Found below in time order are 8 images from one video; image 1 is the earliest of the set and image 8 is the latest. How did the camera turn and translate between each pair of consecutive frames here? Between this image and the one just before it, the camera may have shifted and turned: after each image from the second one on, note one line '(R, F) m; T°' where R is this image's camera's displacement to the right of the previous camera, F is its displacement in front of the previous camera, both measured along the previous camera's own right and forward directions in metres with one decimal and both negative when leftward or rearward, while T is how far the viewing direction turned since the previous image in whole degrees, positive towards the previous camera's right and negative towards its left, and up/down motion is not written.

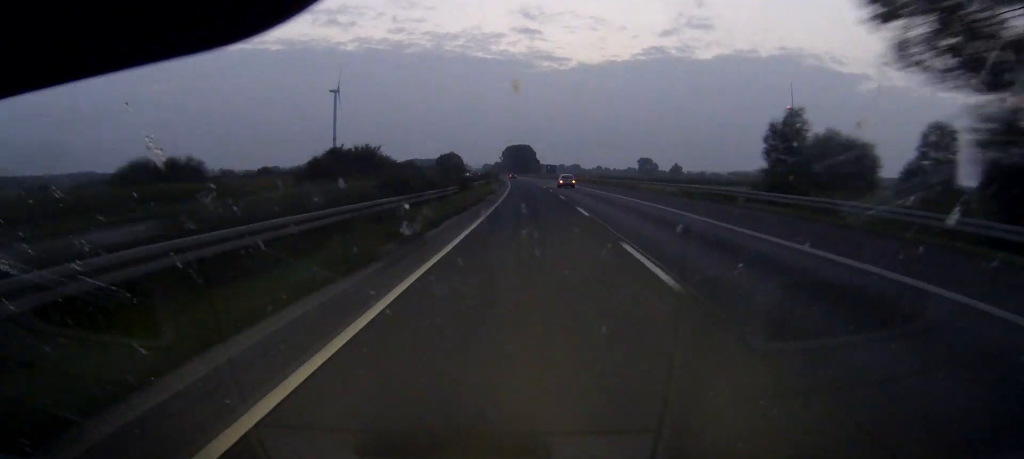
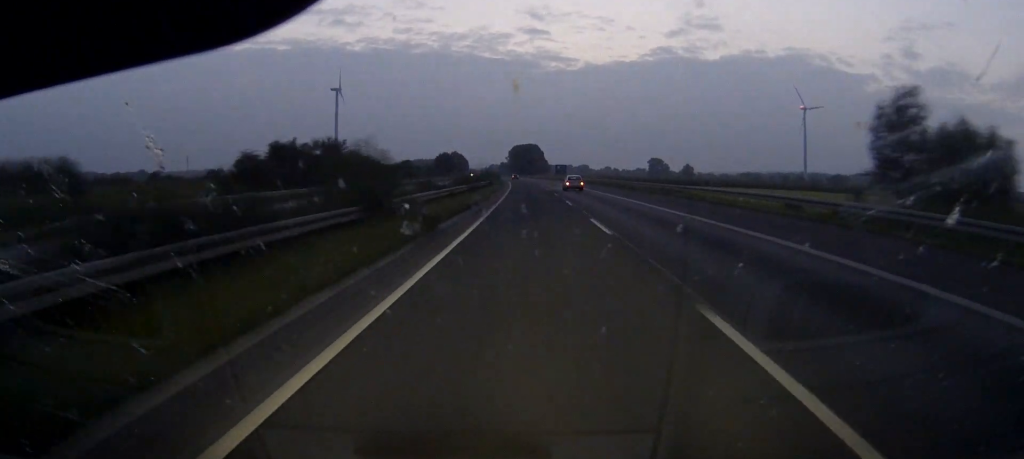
(-0.1, +24.8) m; -1°
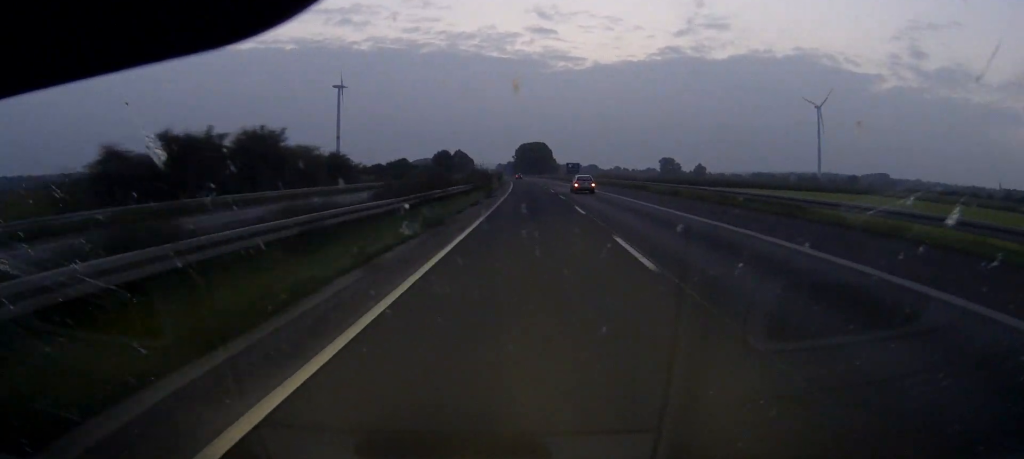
(-0.2, +24.9) m; -1°
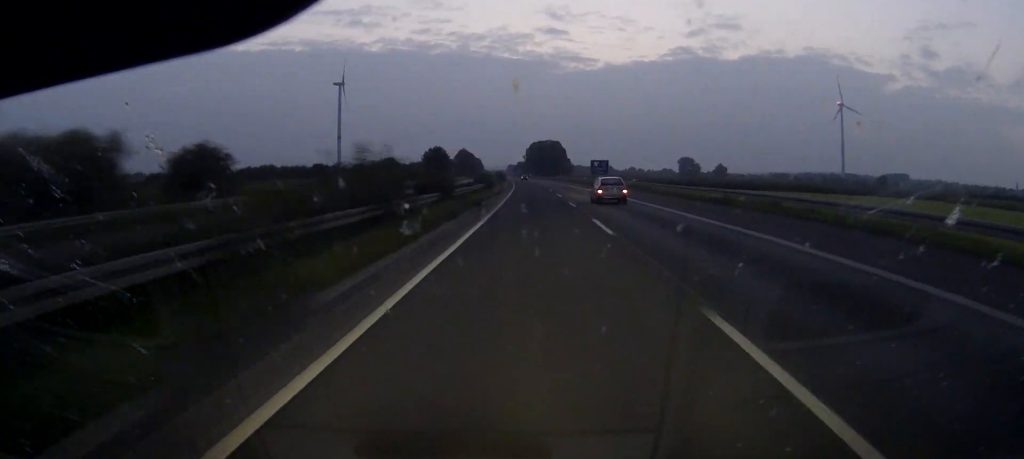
(-0.4, +43.8) m; -1°
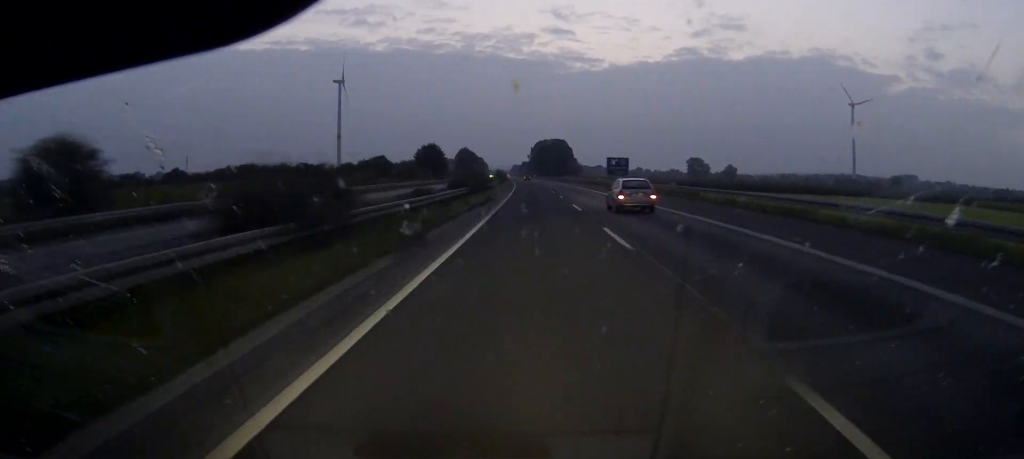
(0.0, +20.4) m; 0°
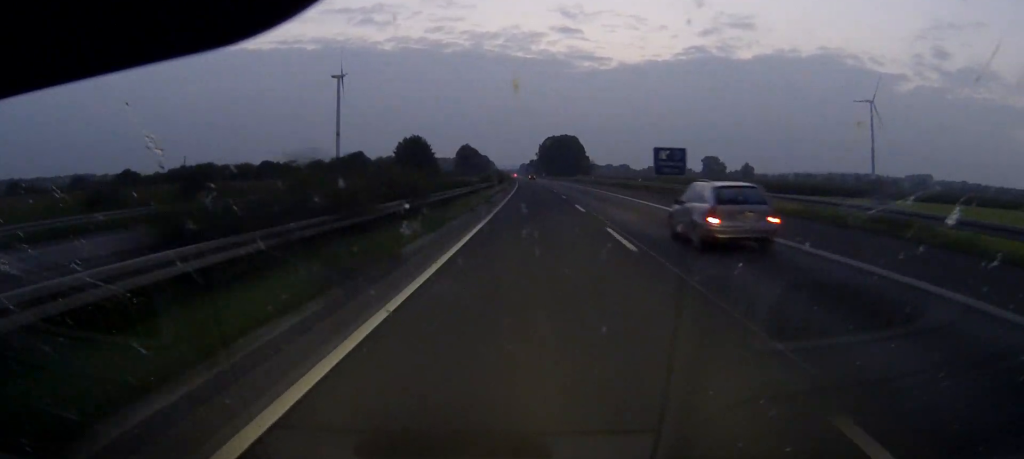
(-0.1, +35.0) m; 0°
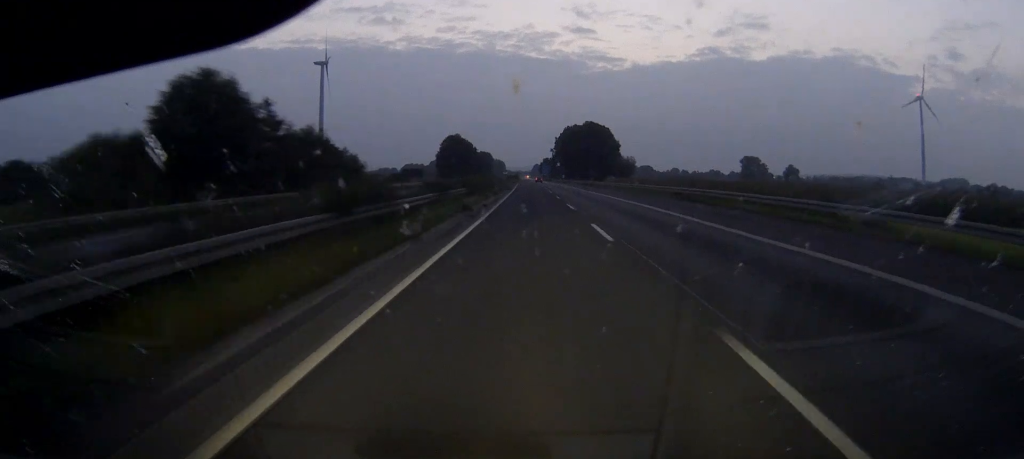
(-0.9, +100.0) m; -1°
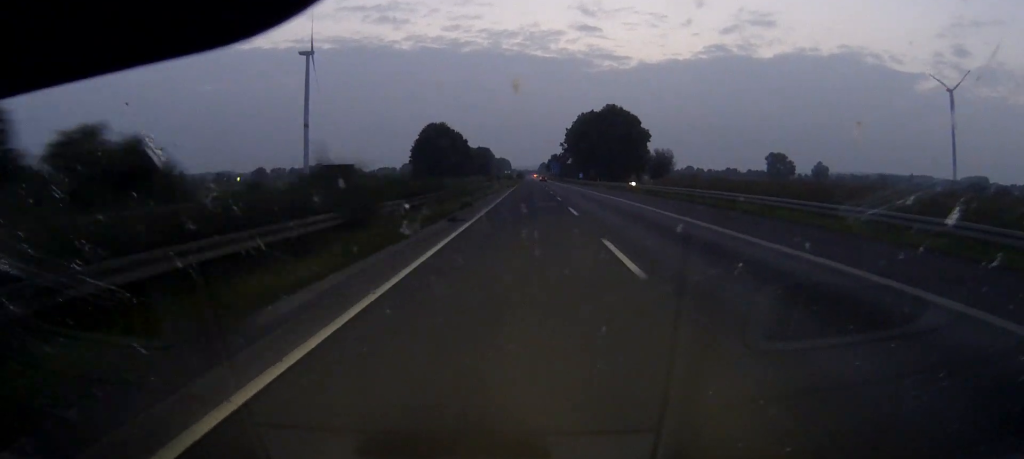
(-0.3, +57.3) m; 0°
